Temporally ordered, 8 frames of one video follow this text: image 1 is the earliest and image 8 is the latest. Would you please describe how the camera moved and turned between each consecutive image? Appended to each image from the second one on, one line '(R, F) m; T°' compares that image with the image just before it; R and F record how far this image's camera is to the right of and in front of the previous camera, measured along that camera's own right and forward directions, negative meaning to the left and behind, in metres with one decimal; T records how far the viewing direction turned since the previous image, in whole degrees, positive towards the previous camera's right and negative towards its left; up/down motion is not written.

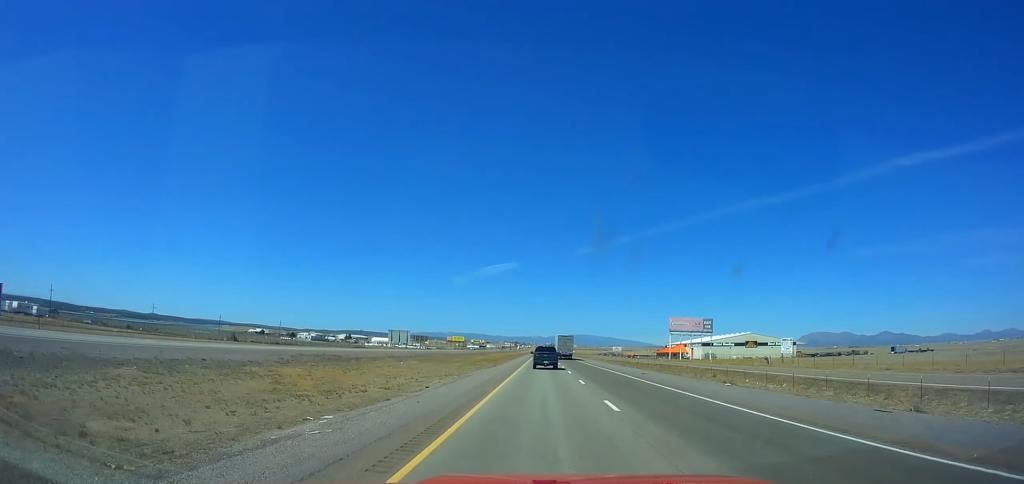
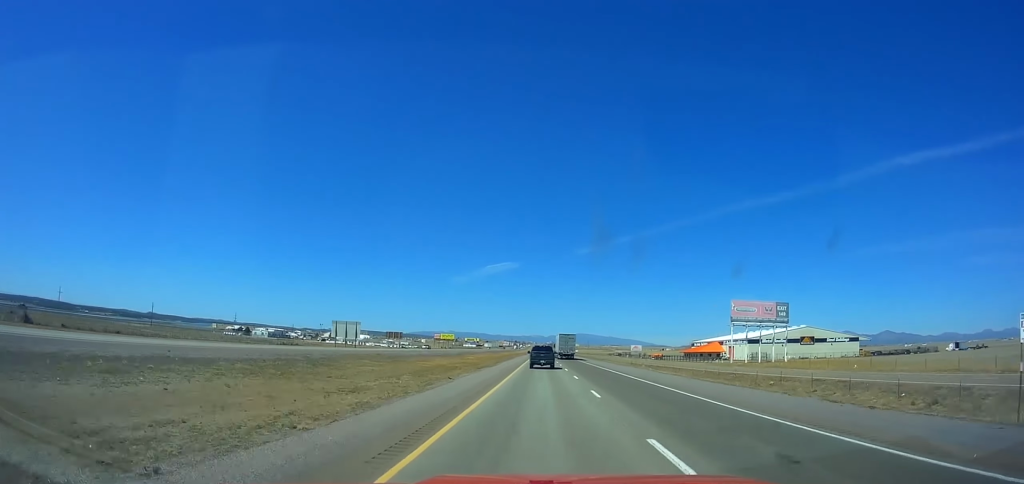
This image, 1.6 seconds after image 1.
(+0.4, +56.3) m; 0°
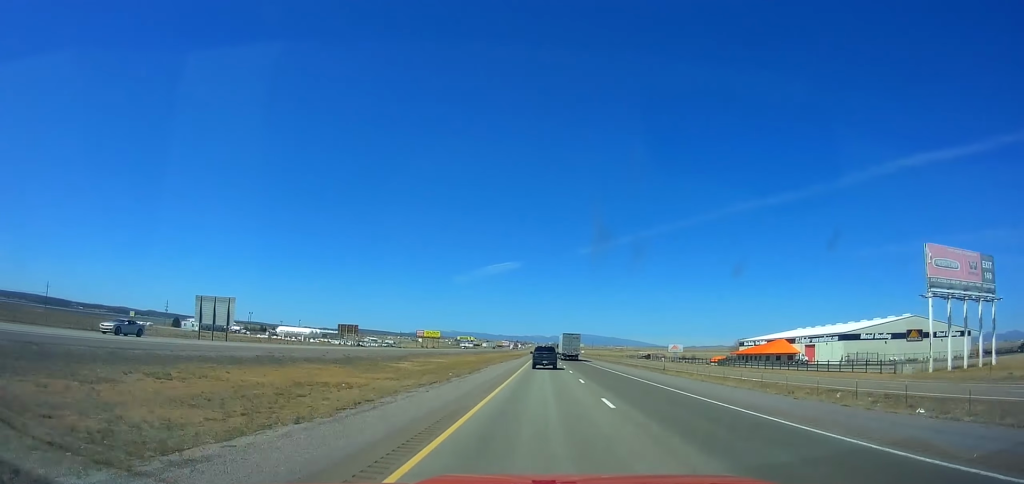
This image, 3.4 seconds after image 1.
(-0.4, +63.8) m; 0°
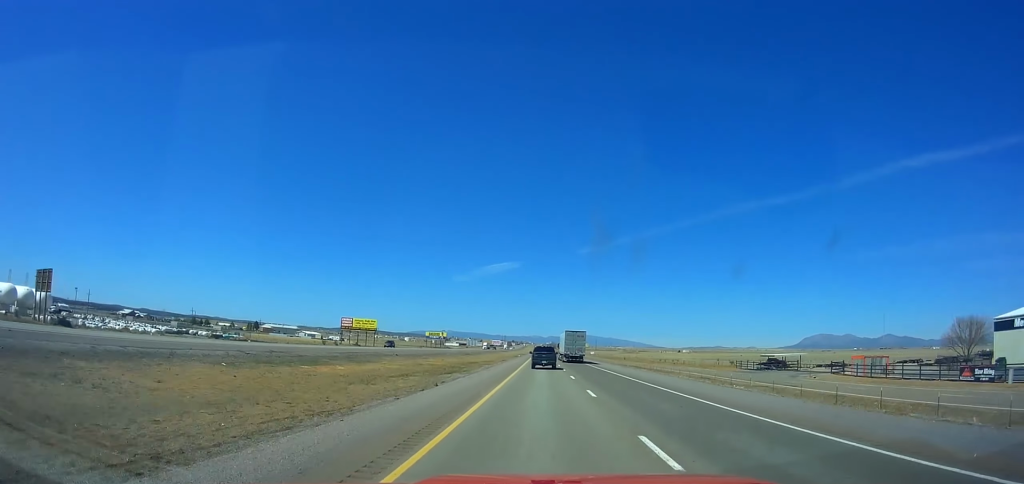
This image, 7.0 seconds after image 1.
(+0.1, +128.9) m; 0°
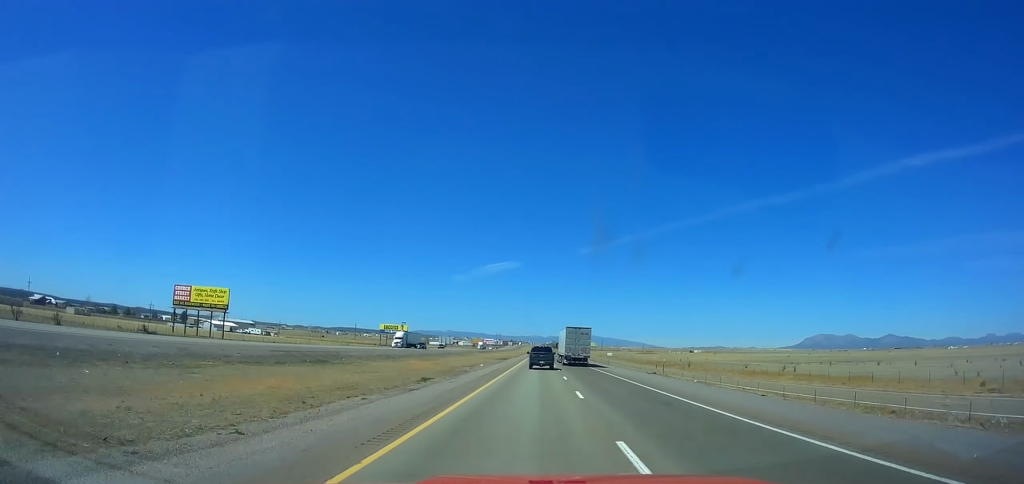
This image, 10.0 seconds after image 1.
(+0.5, +109.2) m; 0°
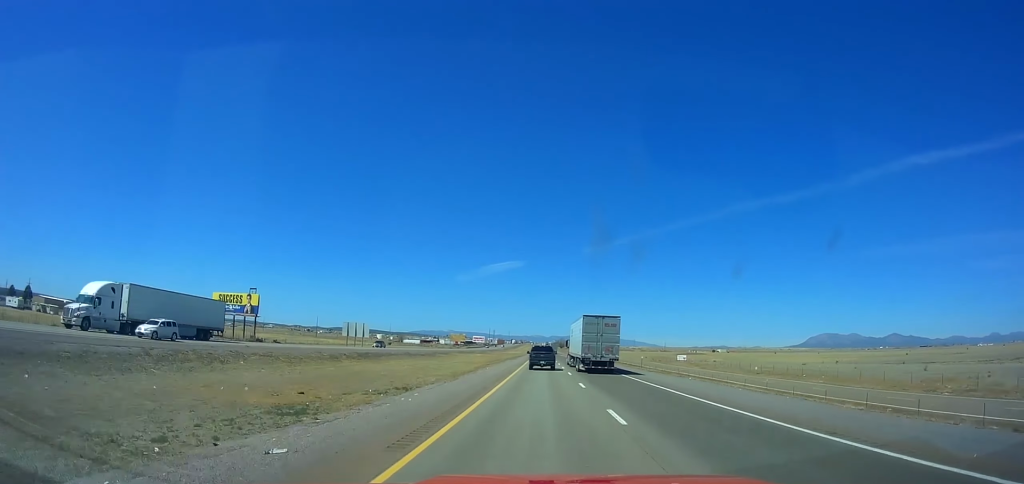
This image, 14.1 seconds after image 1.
(-1.2, +151.4) m; 0°
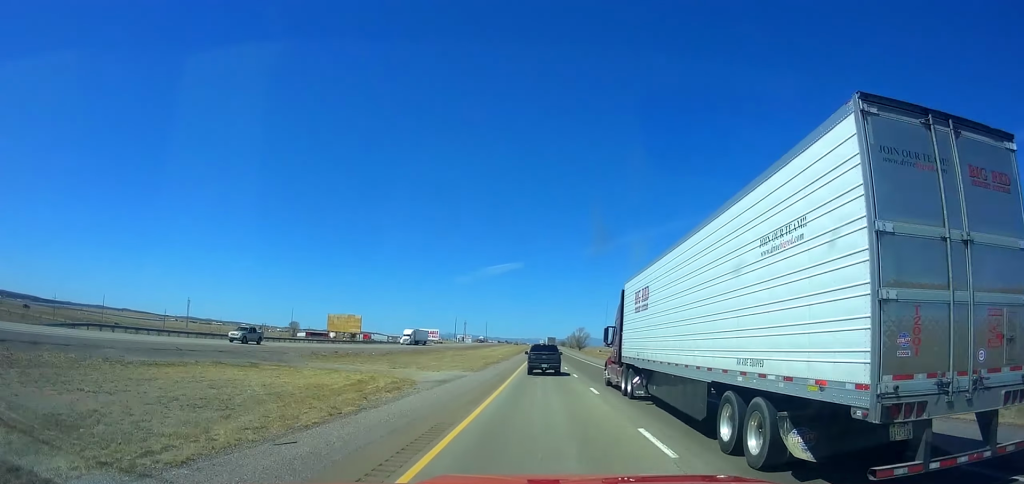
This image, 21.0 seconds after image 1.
(+0.9, +257.0) m; 0°
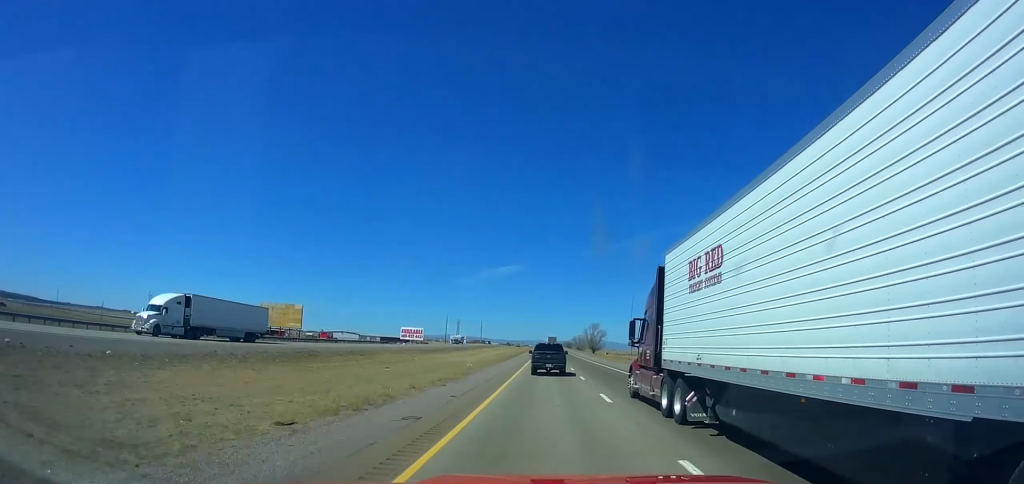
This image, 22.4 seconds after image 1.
(+0.1, +52.0) m; 0°
